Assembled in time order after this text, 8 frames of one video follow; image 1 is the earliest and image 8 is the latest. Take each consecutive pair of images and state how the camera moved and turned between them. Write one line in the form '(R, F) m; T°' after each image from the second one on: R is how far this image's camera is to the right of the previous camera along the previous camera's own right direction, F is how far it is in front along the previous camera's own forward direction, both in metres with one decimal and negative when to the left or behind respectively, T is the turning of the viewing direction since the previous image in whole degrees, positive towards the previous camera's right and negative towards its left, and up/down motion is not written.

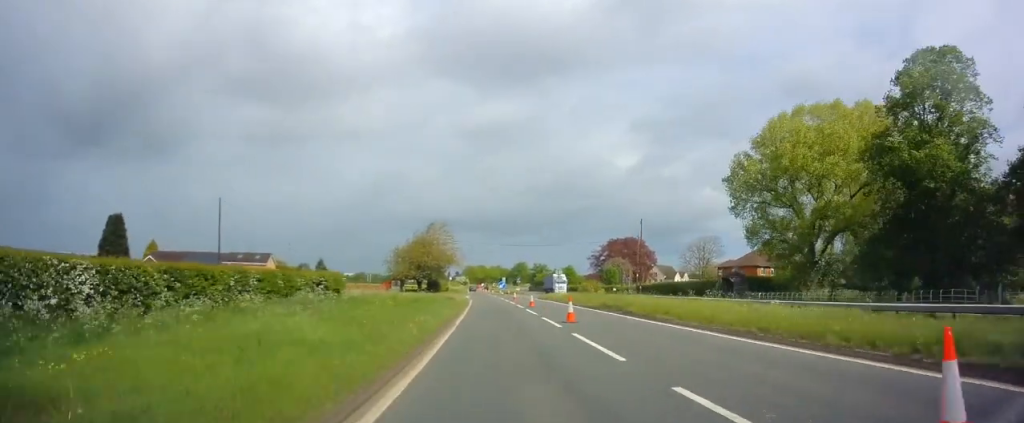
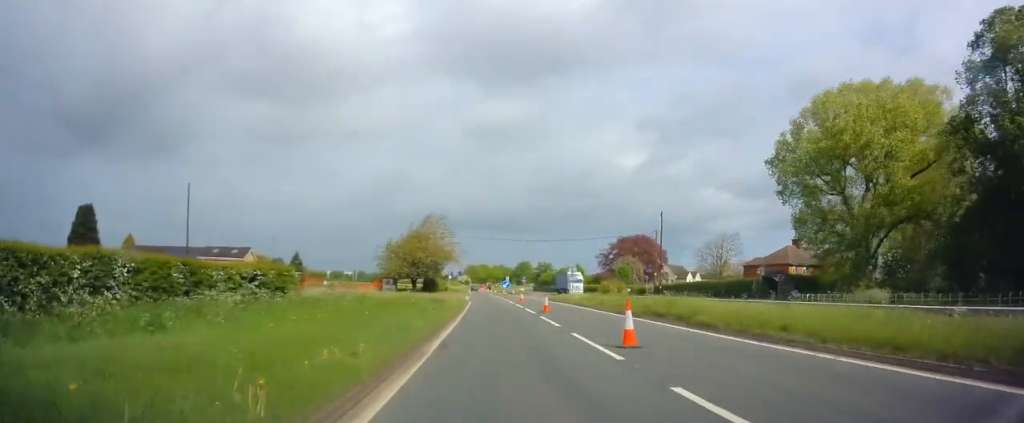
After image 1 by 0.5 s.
(-0.3, +8.9) m; 0°
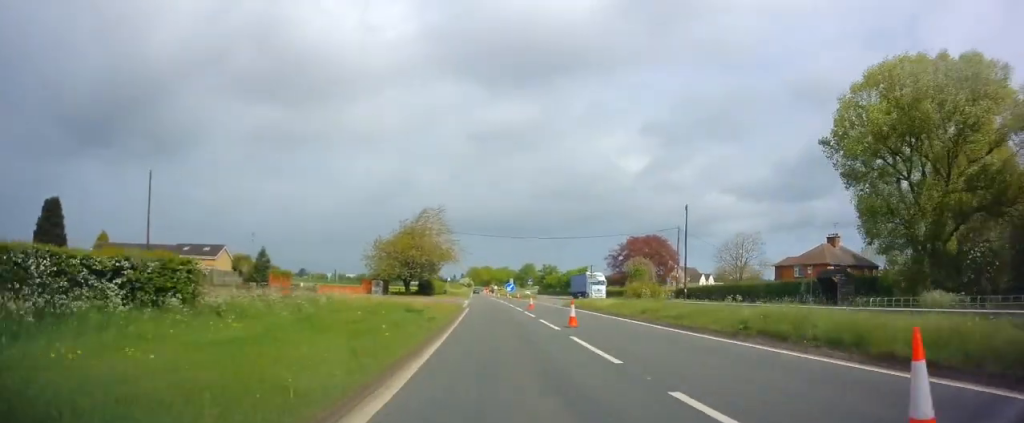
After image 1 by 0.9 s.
(-0.2, +8.9) m; 0°
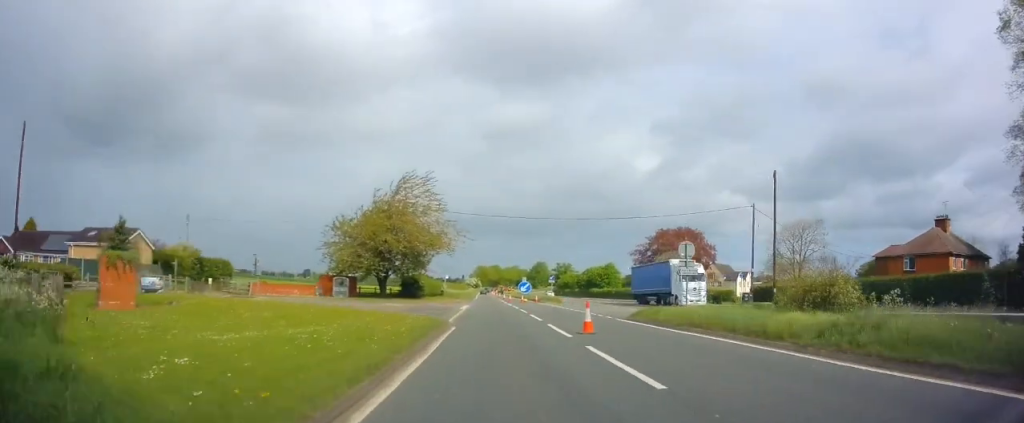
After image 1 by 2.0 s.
(+0.3, +20.4) m; 0°
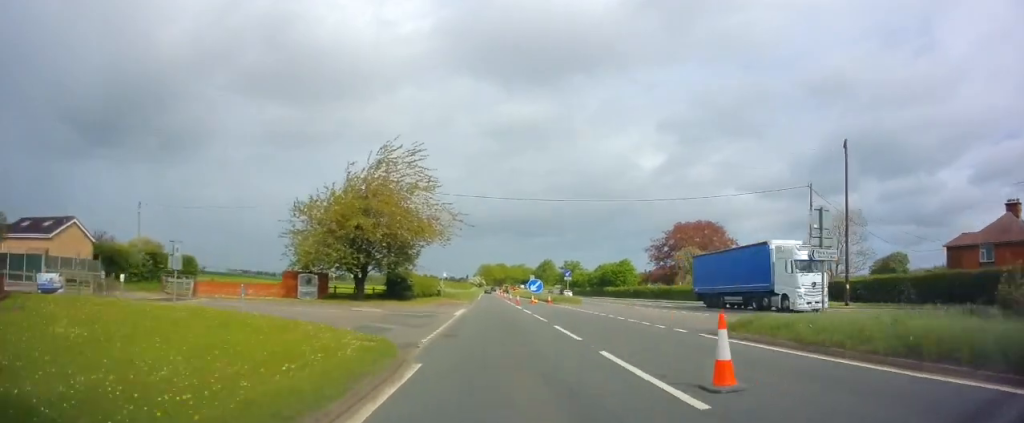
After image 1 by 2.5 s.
(-0.1, +10.2) m; 0°
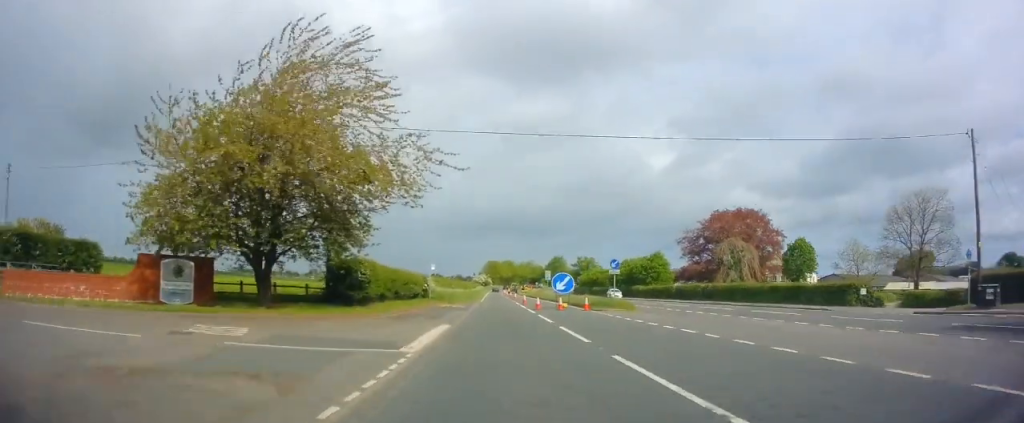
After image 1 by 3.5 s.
(-0.1, +18.3) m; -1°
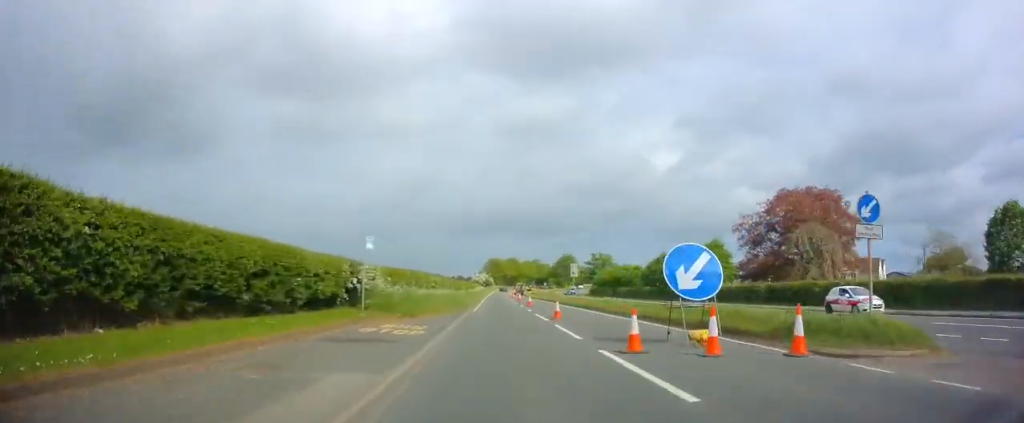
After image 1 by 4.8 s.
(-0.2, +24.9) m; -2°
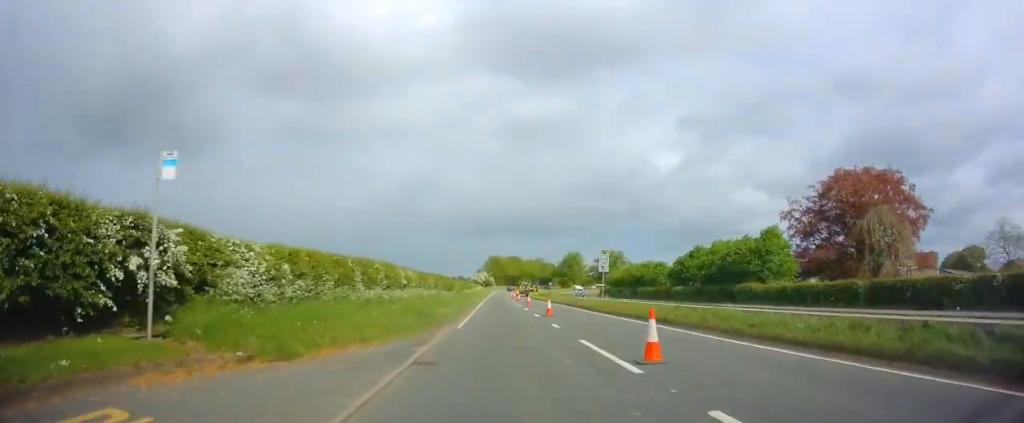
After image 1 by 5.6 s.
(-0.2, +14.9) m; 0°
